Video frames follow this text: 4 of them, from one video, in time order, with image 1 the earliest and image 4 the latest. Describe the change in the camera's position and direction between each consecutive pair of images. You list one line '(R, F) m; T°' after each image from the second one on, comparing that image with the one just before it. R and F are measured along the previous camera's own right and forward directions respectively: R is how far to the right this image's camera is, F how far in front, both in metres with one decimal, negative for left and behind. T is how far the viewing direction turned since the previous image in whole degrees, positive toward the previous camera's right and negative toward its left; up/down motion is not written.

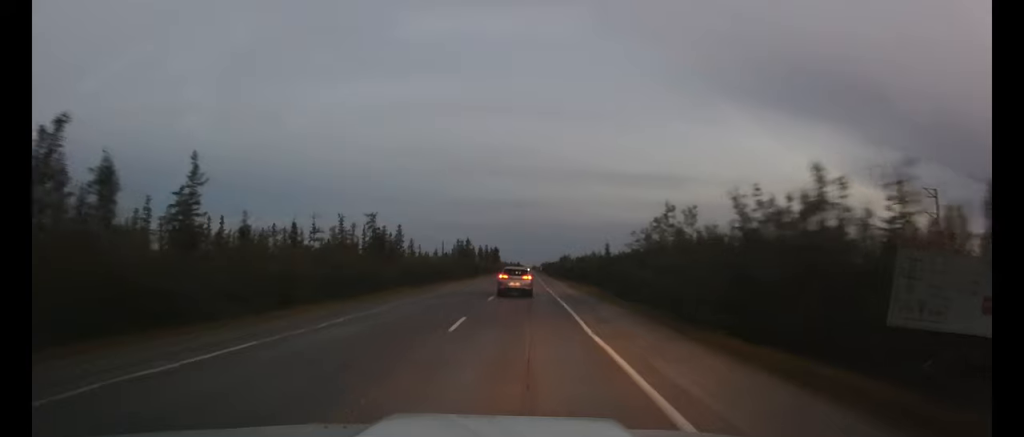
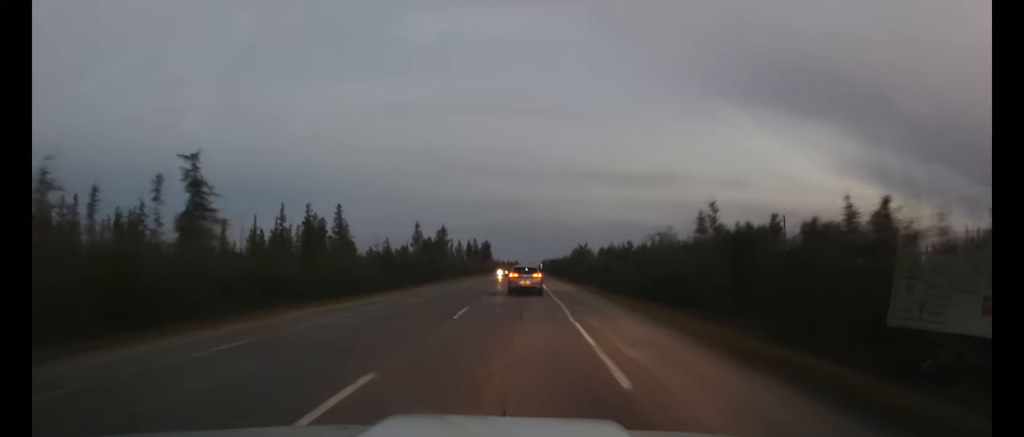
(+0.1, +45.0) m; 0°
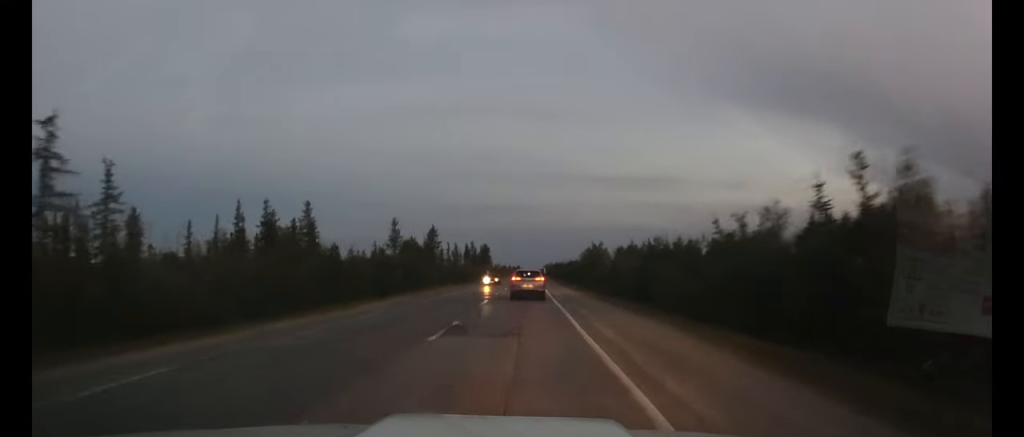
(0.0, +15.4) m; 0°
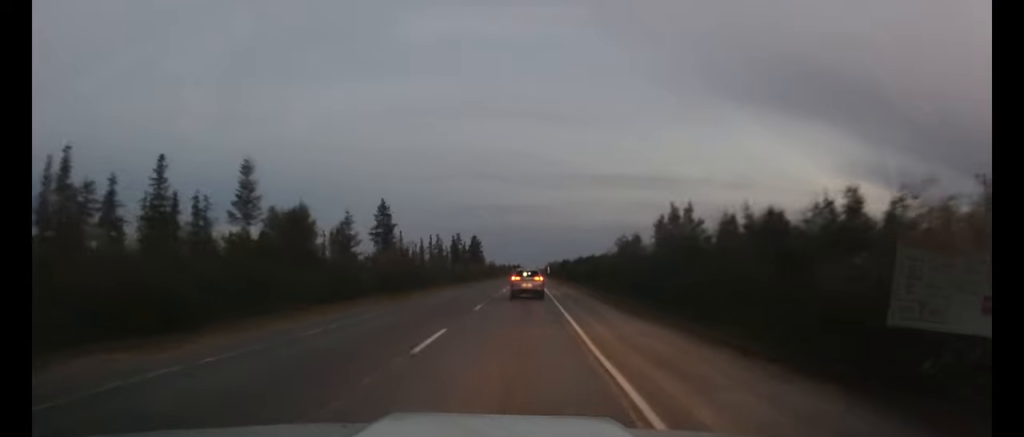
(-0.1, +38.3) m; 0°
